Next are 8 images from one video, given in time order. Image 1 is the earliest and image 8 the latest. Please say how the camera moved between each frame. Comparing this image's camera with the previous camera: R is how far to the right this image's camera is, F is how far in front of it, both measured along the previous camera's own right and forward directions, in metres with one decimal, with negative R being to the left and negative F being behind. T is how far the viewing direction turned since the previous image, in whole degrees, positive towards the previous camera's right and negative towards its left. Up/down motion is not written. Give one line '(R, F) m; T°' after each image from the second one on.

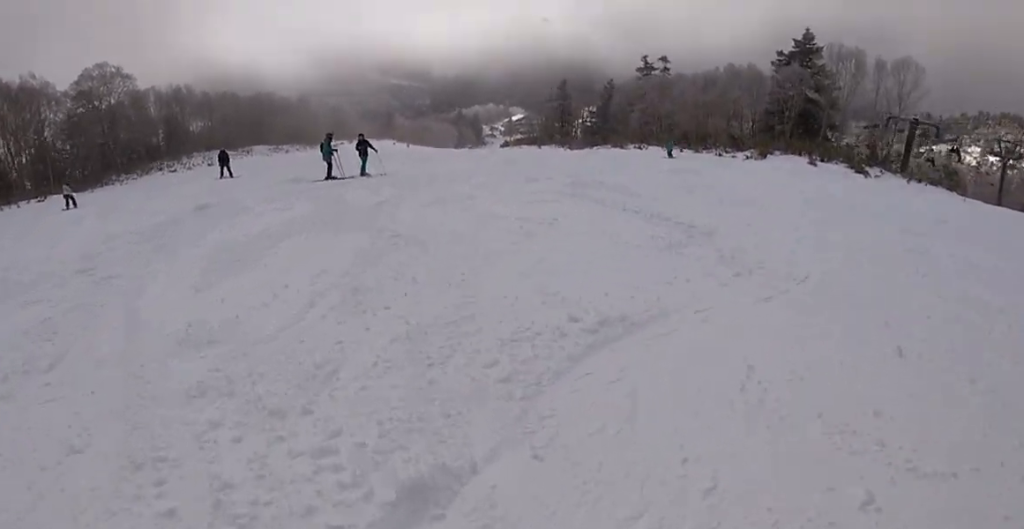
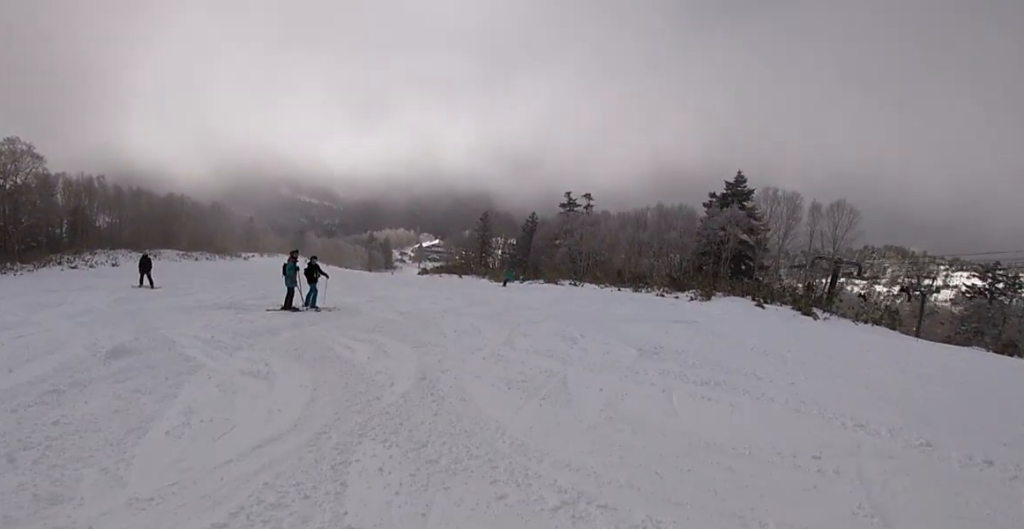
(+0.4, +5.8) m; +19°
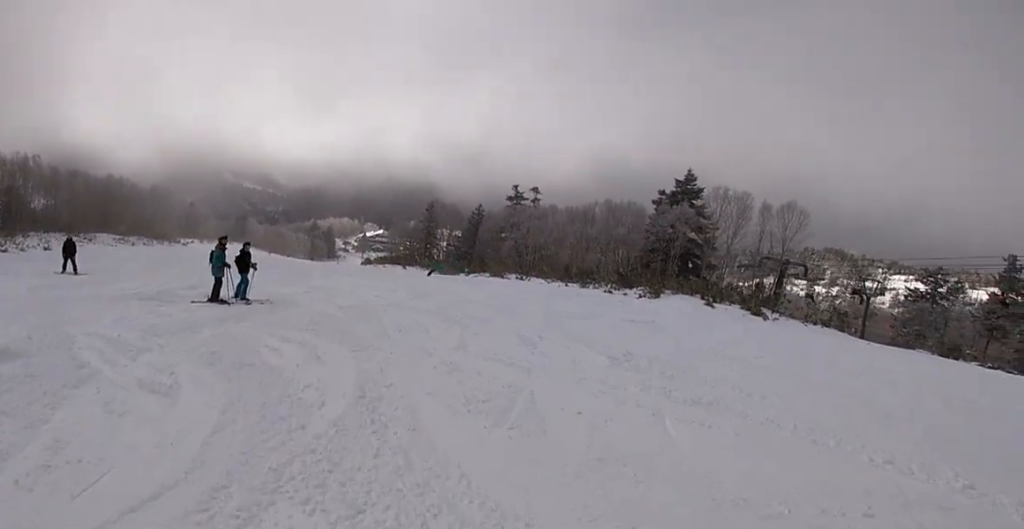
(-0.1, +1.4) m; +9°
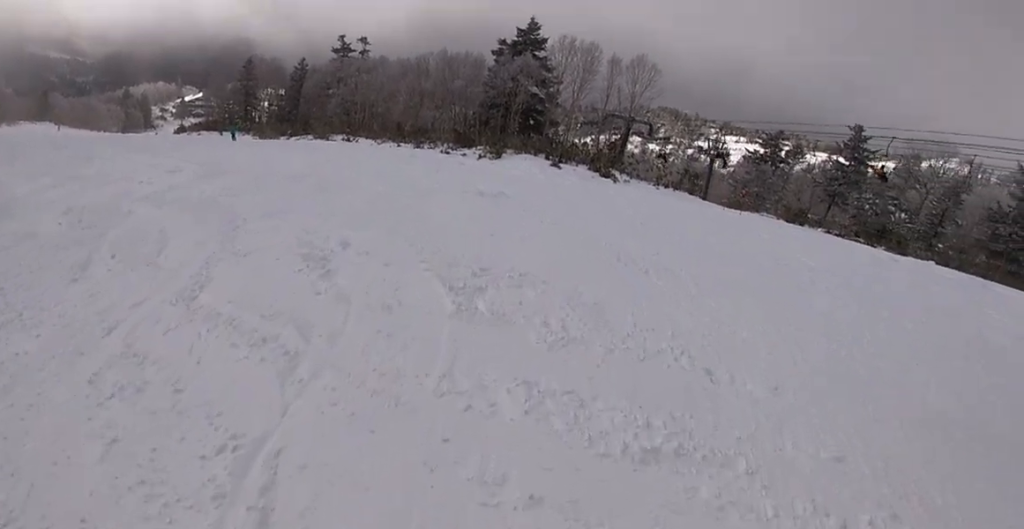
(+1.1, +3.9) m; +21°
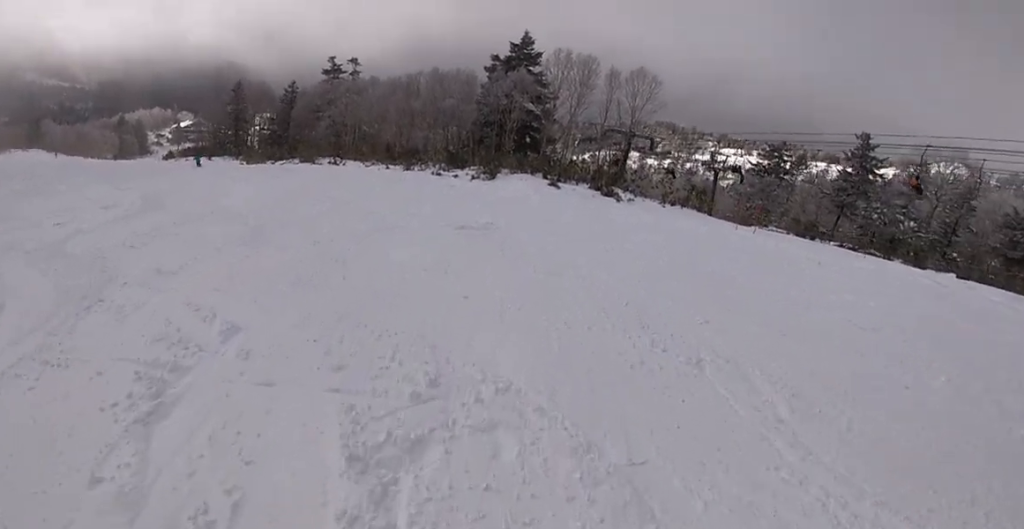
(+0.1, +2.8) m; +1°
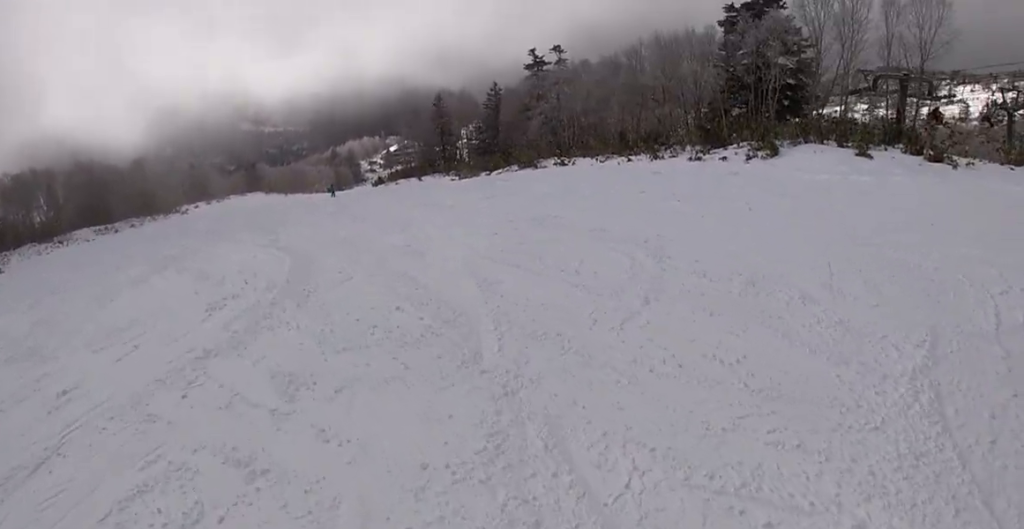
(-2.8, +8.8) m; -38°
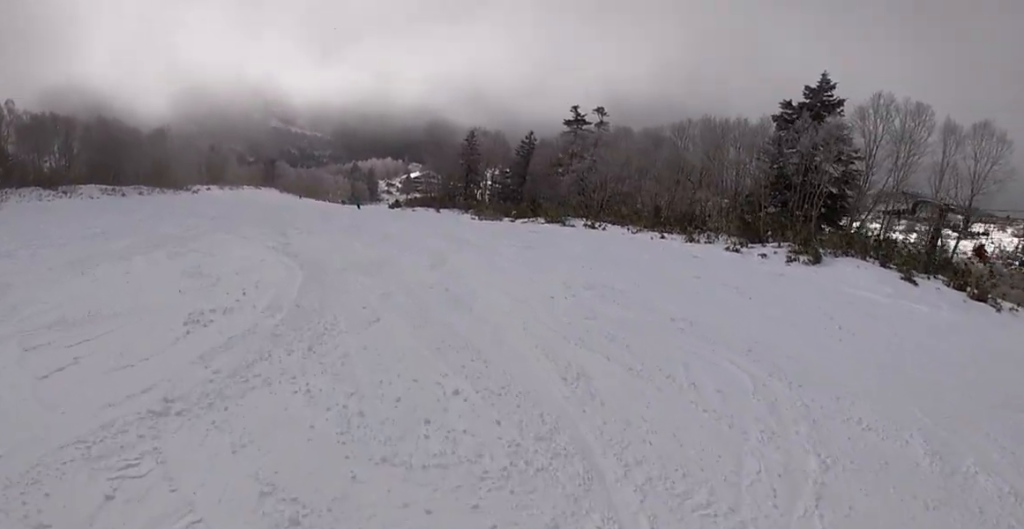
(0.0, +2.5) m; -1°
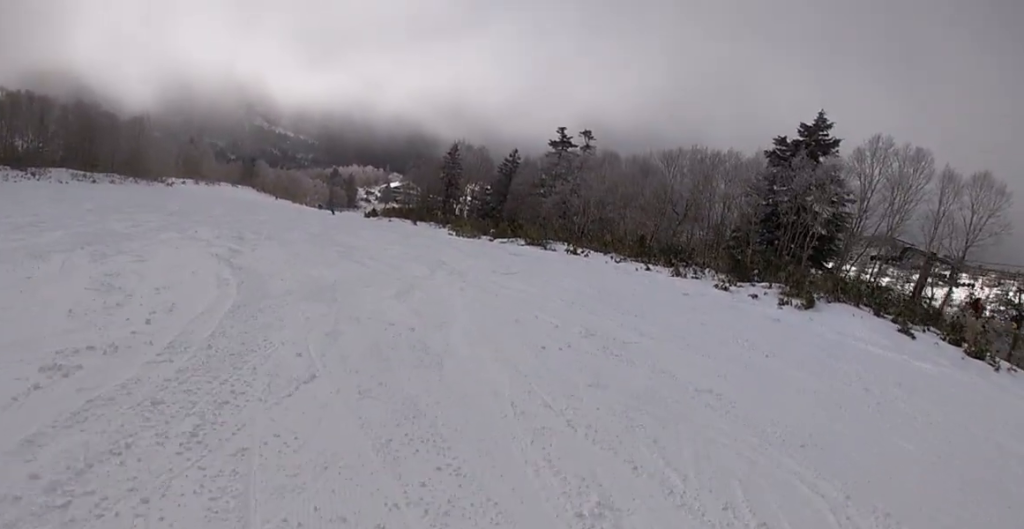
(0.0, +2.0) m; 0°
